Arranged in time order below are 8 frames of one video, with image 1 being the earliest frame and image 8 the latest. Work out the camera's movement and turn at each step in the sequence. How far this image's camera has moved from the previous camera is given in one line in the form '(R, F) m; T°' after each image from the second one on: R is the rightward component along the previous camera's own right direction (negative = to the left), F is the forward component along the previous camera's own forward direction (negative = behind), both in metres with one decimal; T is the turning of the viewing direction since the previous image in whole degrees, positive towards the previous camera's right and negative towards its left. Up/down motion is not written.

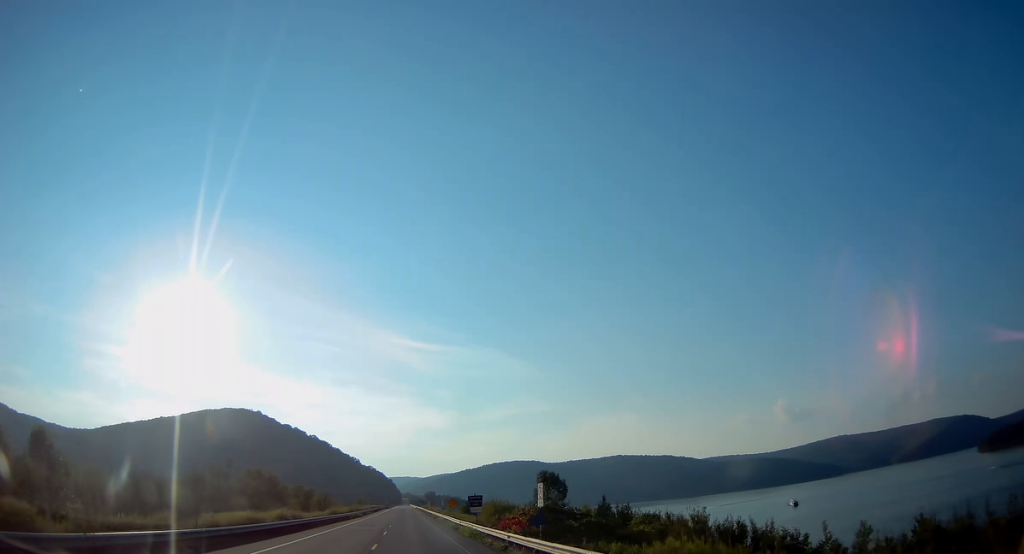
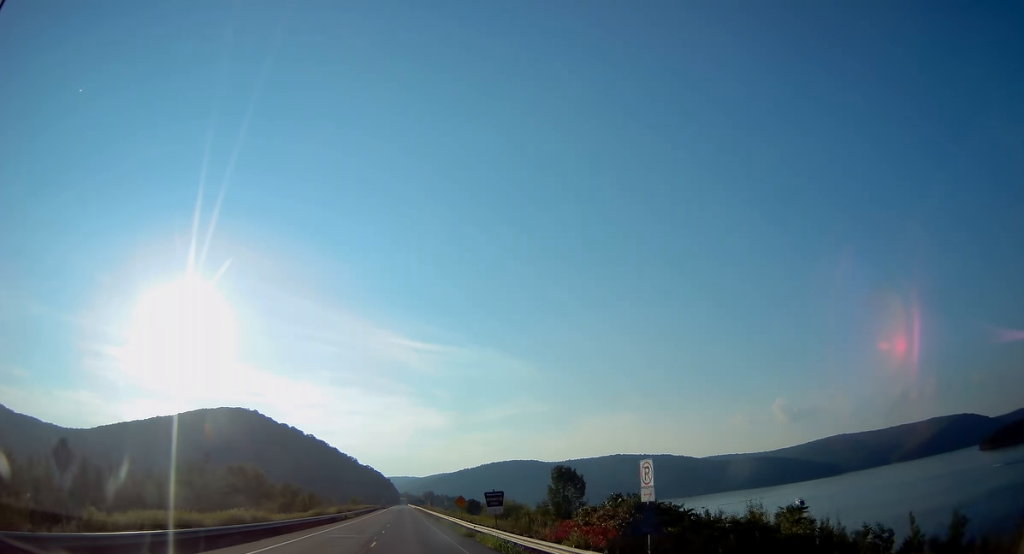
(0.0, +11.2) m; 0°
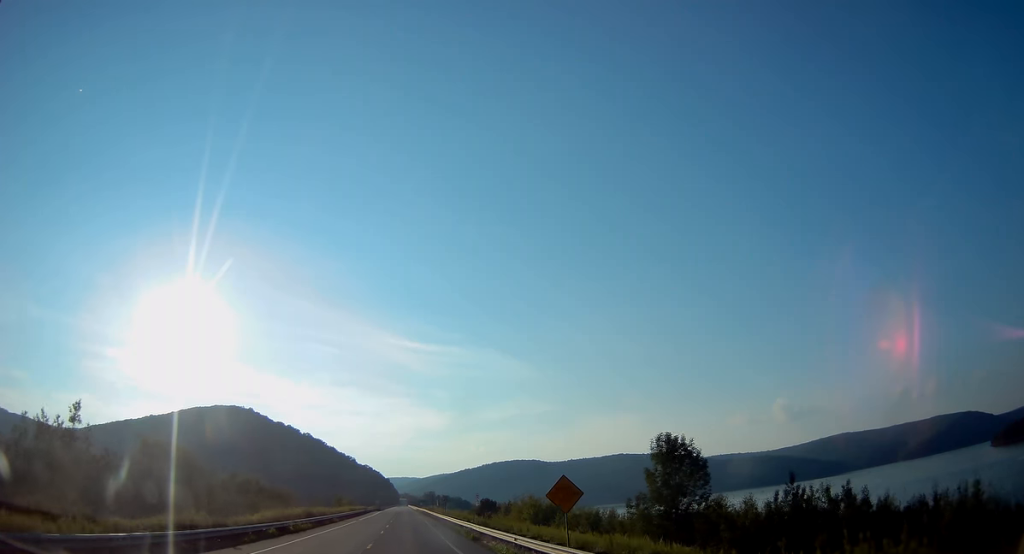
(-0.2, +36.9) m; 0°
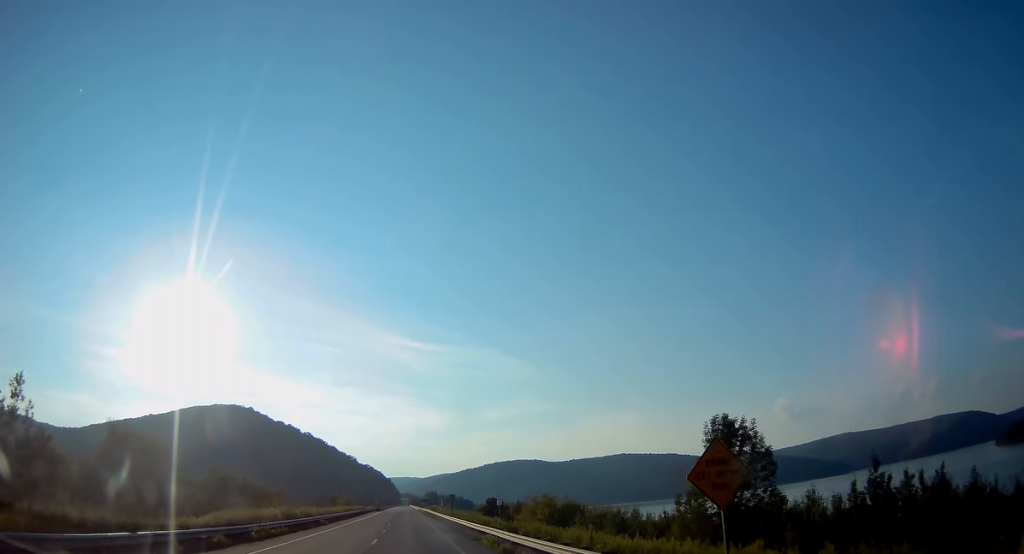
(0.0, +9.8) m; 0°
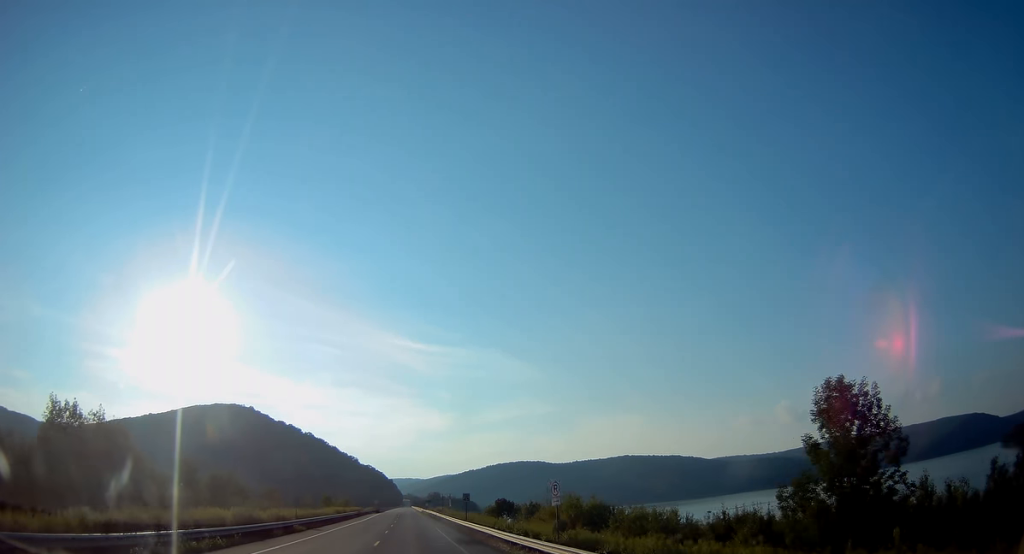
(-0.1, +12.8) m; 0°
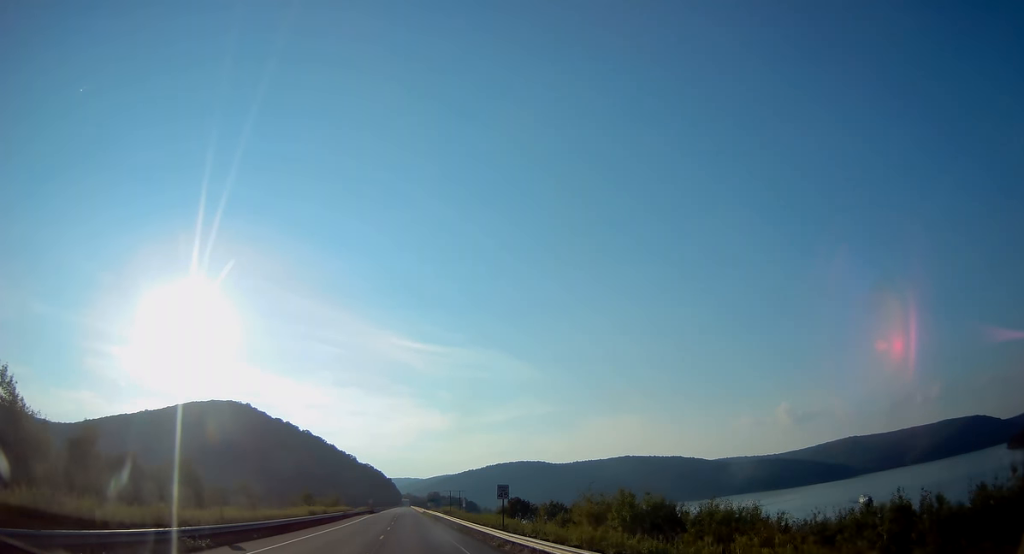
(0.0, +19.8) m; +1°
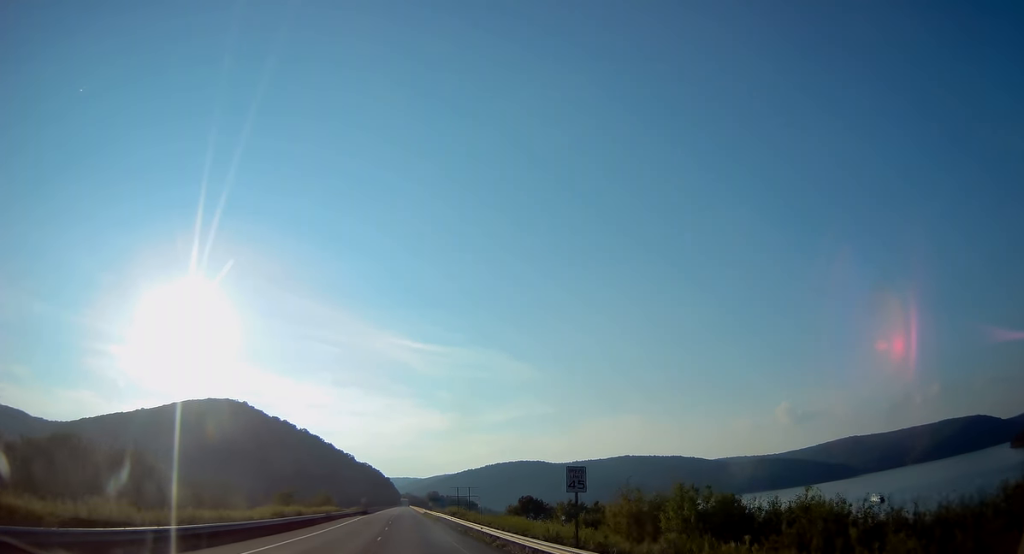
(+0.1, +13.8) m; 0°
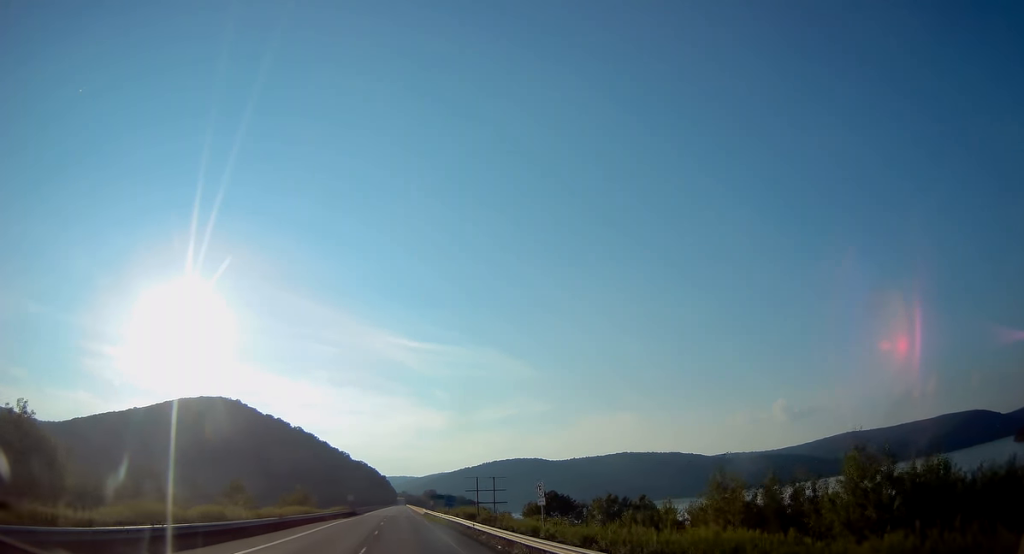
(+0.1, +21.5) m; -1°
